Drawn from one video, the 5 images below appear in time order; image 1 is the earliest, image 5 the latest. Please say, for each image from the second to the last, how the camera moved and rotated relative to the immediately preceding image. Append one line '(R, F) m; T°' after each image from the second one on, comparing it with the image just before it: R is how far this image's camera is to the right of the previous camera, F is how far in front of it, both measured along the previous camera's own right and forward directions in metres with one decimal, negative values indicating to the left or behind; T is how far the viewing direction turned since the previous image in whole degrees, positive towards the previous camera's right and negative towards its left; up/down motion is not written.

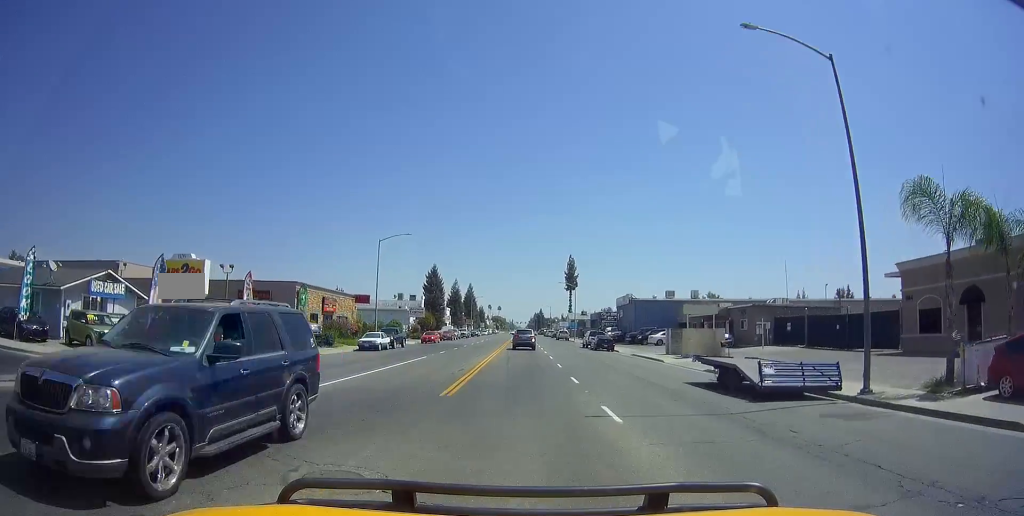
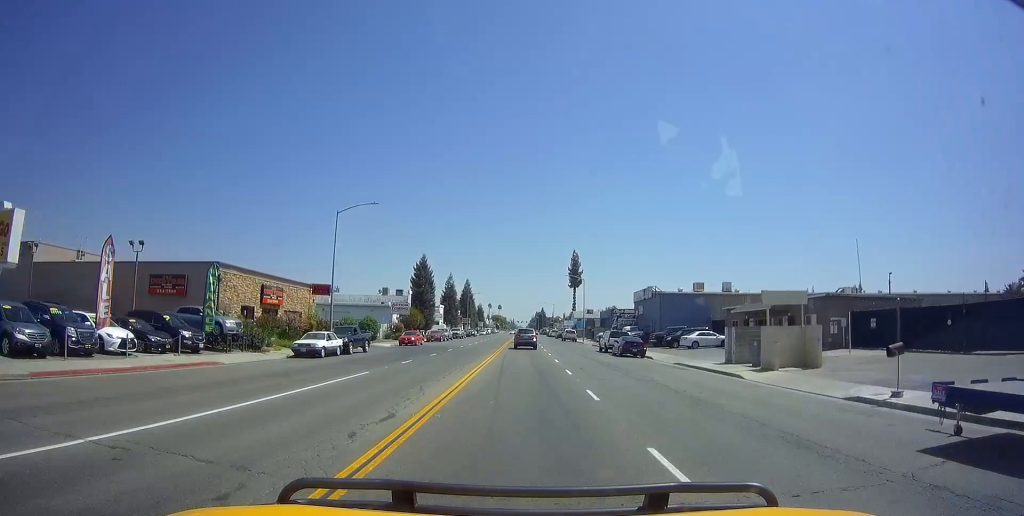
(-0.1, +11.6) m; 0°
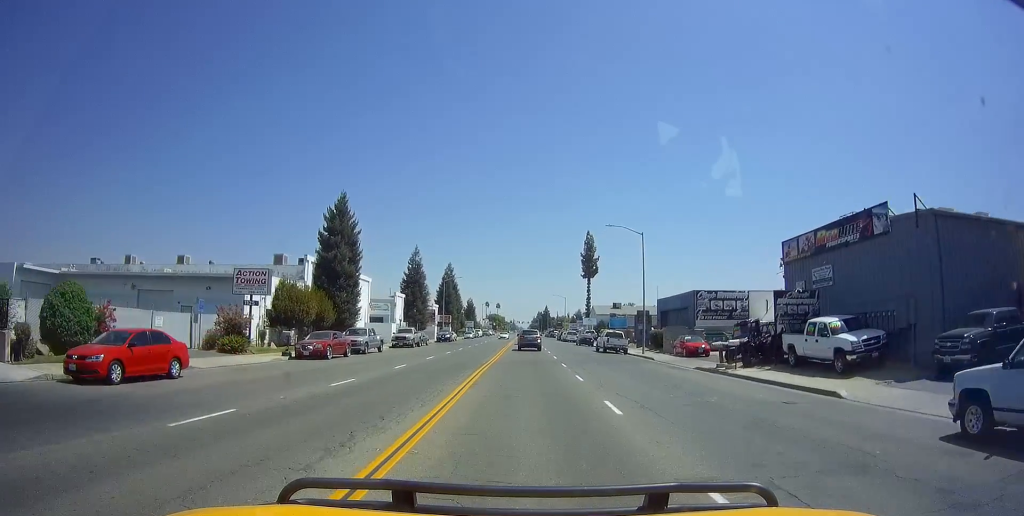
(+0.4, +39.6) m; 0°
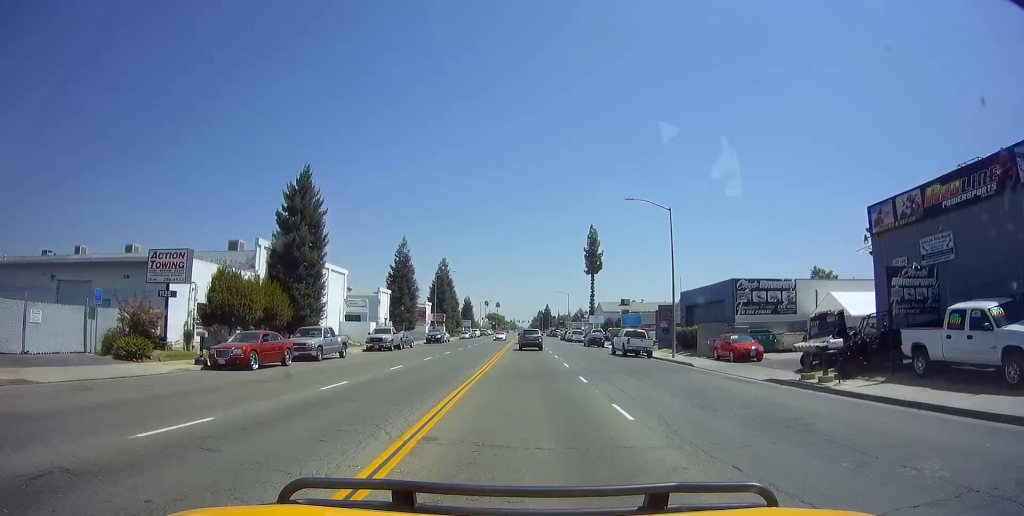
(0.0, +8.2) m; 0°
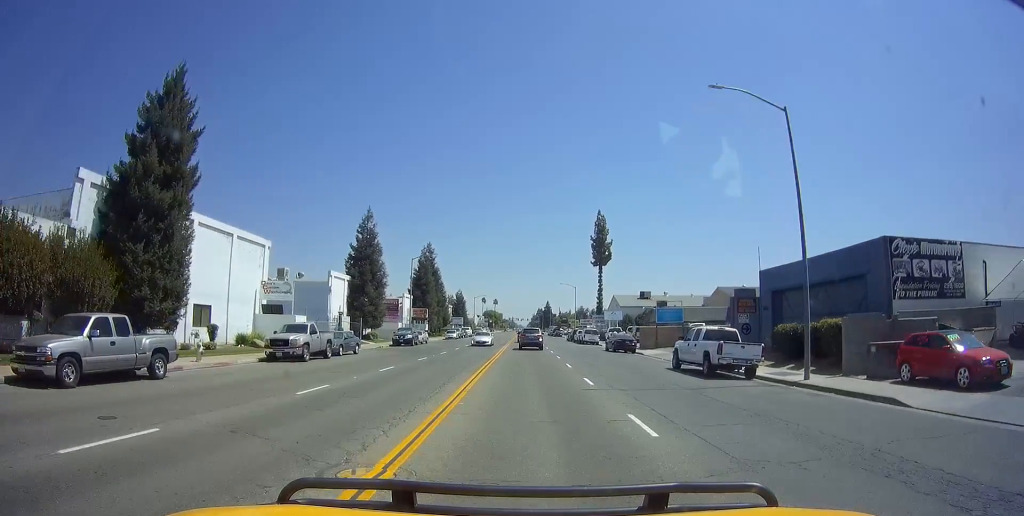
(-0.2, +16.4) m; 0°
